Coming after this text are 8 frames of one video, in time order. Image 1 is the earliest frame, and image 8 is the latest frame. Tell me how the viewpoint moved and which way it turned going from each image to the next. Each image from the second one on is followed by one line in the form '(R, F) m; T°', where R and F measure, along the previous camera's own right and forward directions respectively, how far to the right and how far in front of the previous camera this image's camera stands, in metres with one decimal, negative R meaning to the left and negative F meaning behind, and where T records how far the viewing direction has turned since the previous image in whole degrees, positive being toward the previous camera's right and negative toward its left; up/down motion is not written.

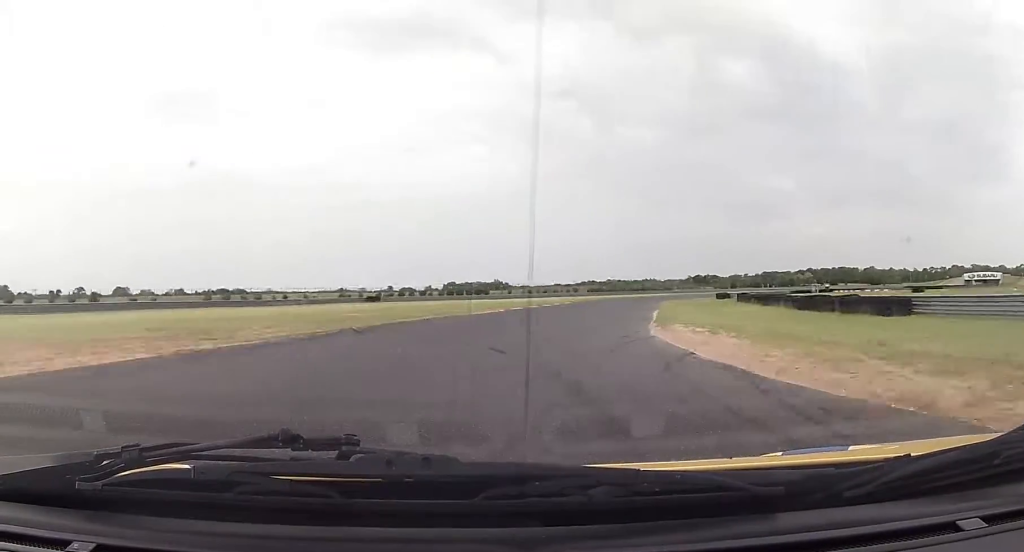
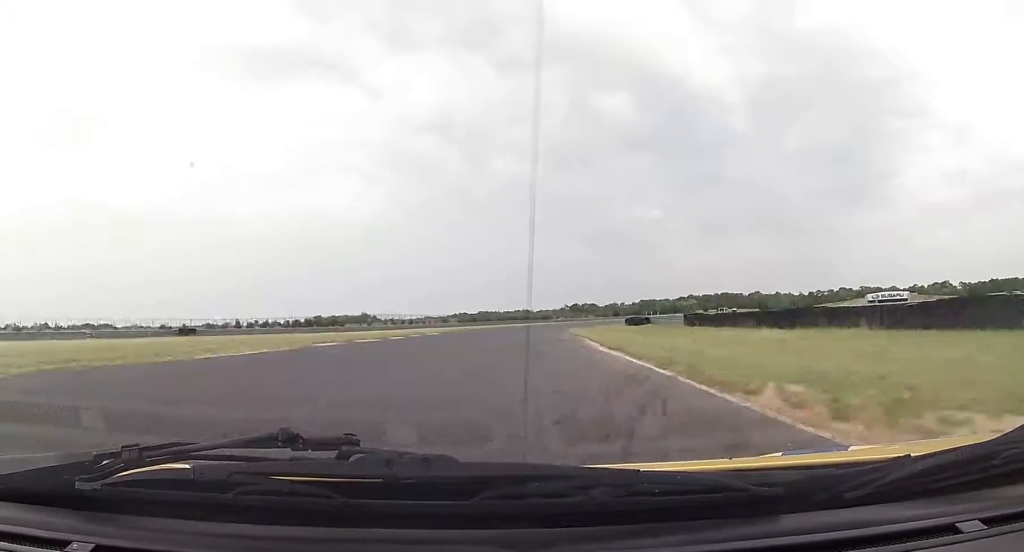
(+3.5, +26.4) m; +11°
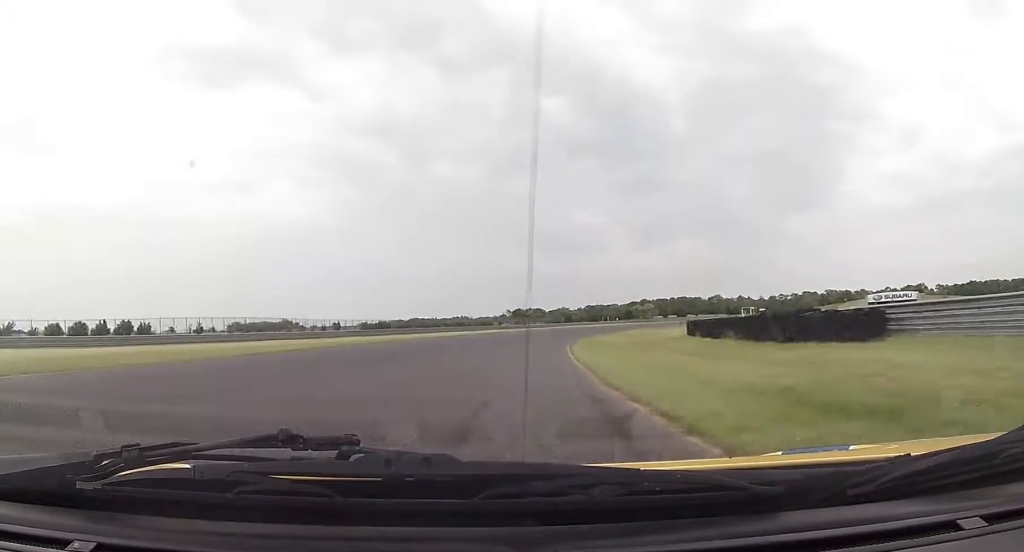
(+6.9, +60.8) m; +9°
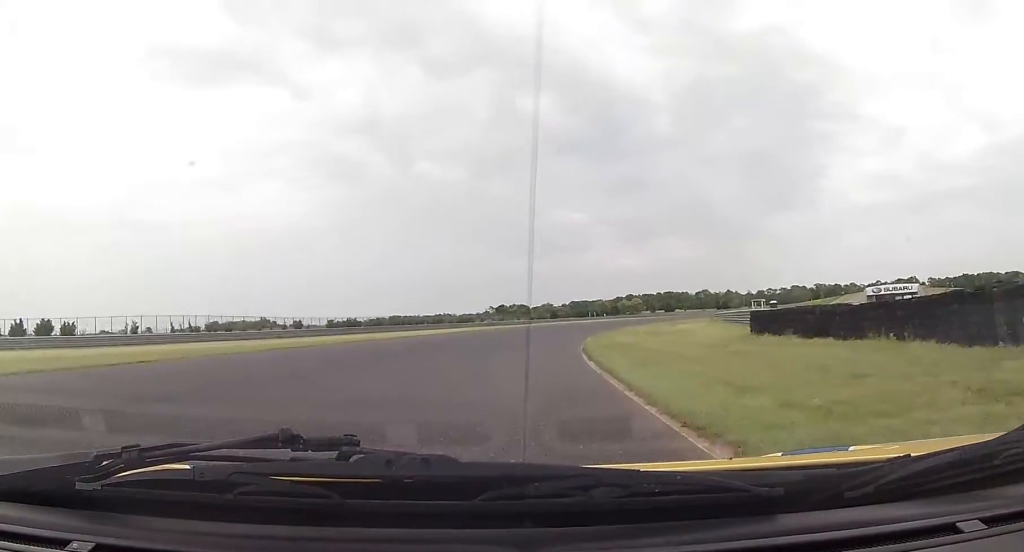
(0.0, +13.6) m; +1°
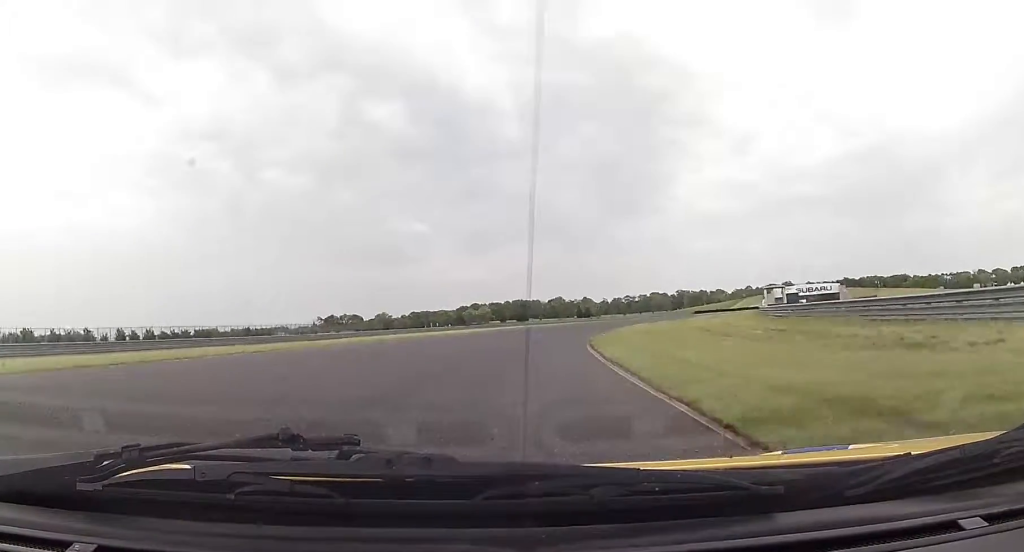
(+4.1, +57.7) m; +9°
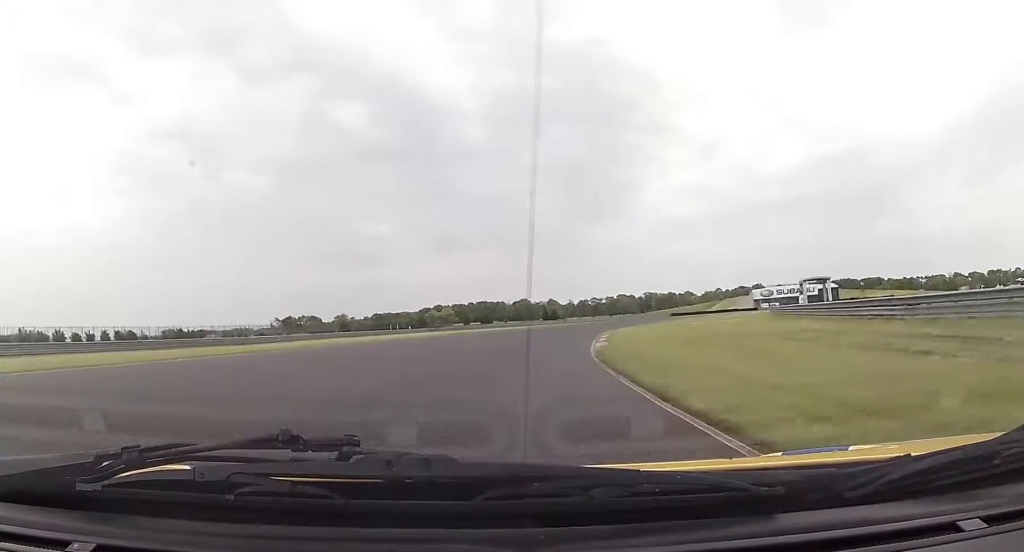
(+0.4, +14.1) m; +3°
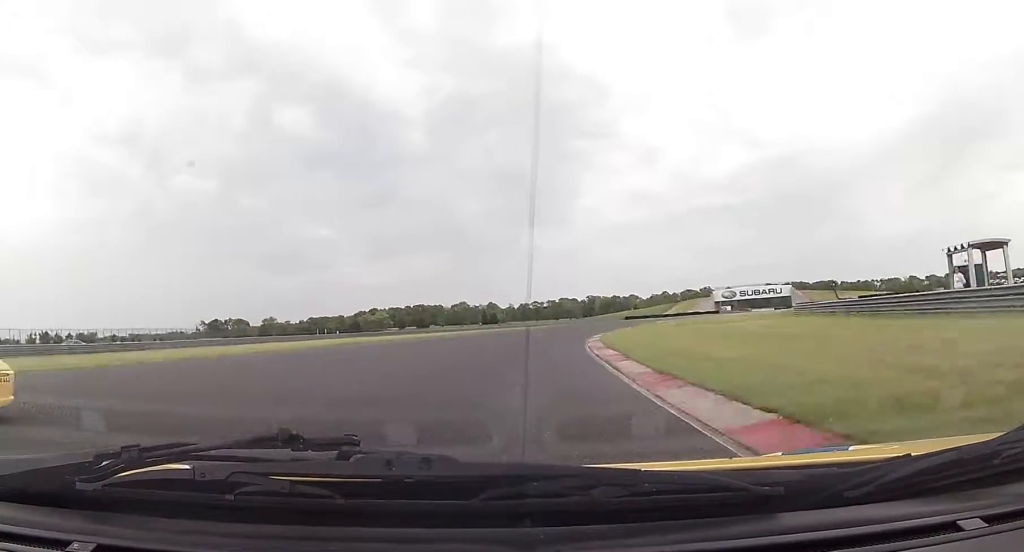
(-0.1, +21.8) m; +5°
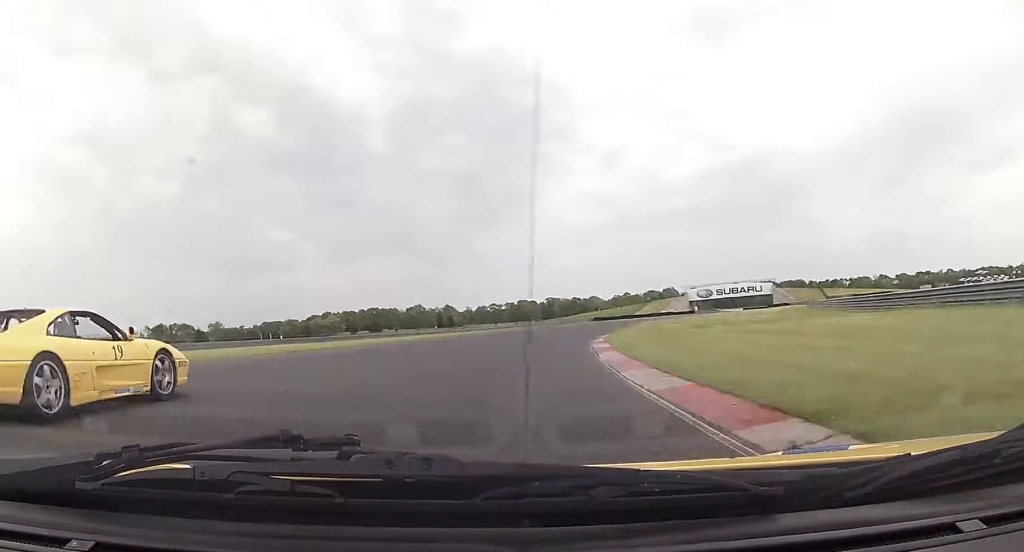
(+1.4, +17.6) m; +4°
